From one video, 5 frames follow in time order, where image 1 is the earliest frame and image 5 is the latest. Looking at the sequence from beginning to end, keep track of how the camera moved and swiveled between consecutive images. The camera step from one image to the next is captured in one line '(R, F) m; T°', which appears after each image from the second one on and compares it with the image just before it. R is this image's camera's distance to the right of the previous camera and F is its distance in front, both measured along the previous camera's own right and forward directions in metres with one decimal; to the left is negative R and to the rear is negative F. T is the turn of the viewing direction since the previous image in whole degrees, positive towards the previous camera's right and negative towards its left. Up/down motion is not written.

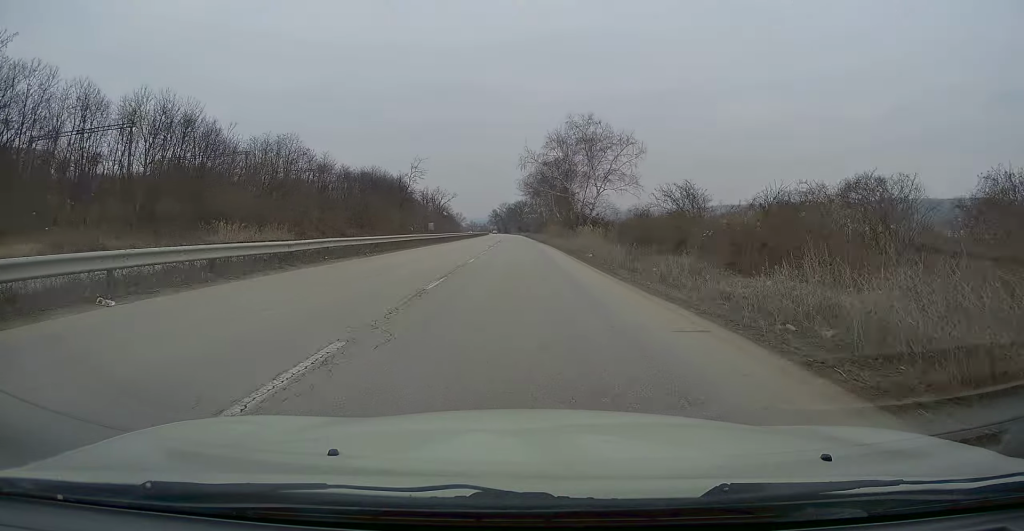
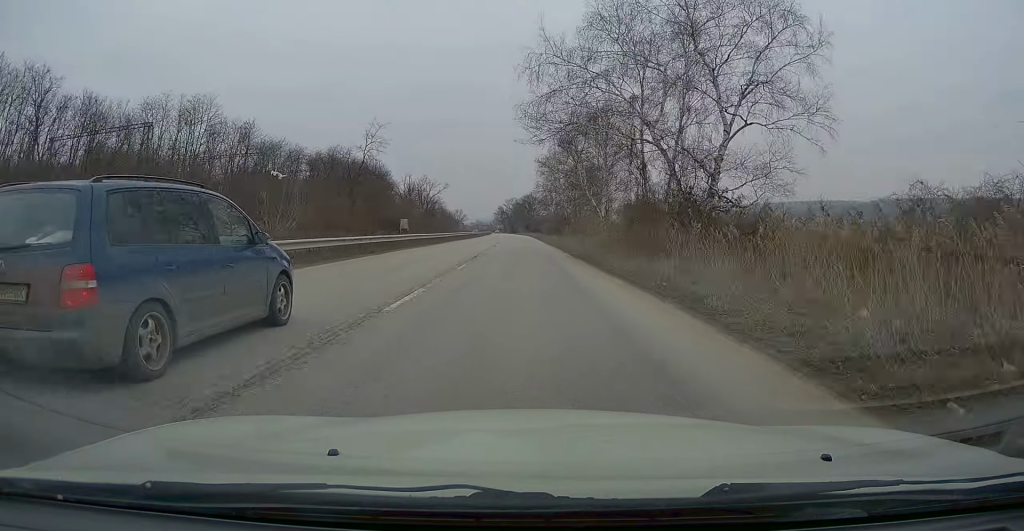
(-0.1, +38.8) m; 0°
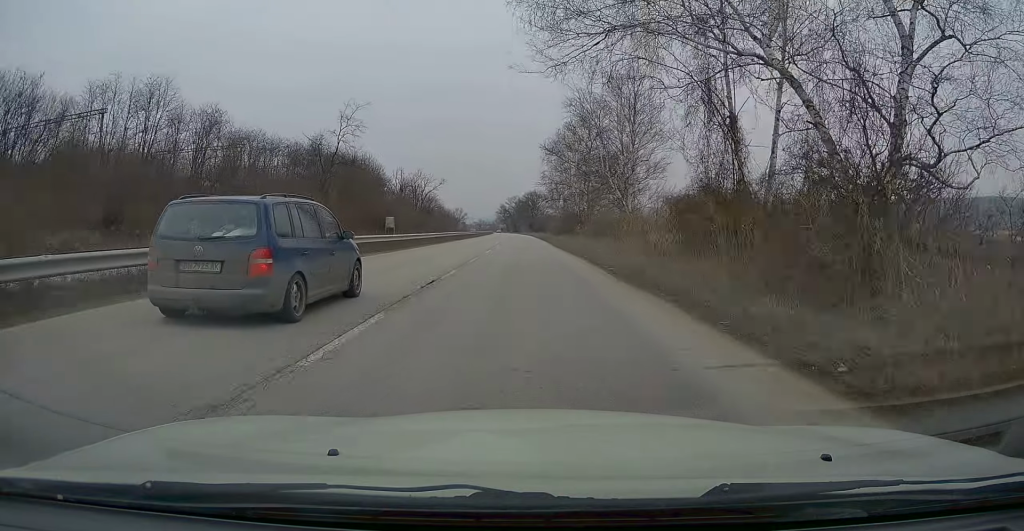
(0.0, +12.4) m; 0°
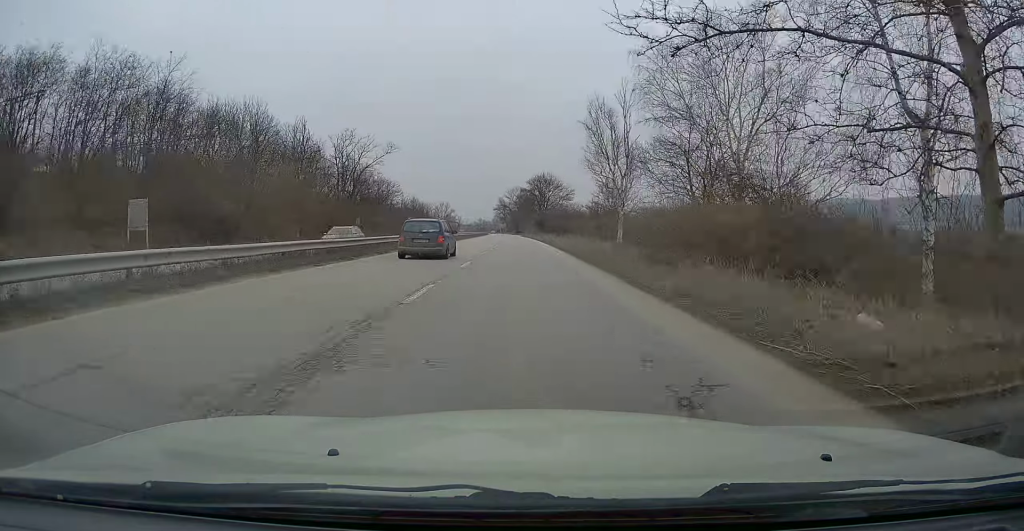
(-0.2, +57.8) m; -1°
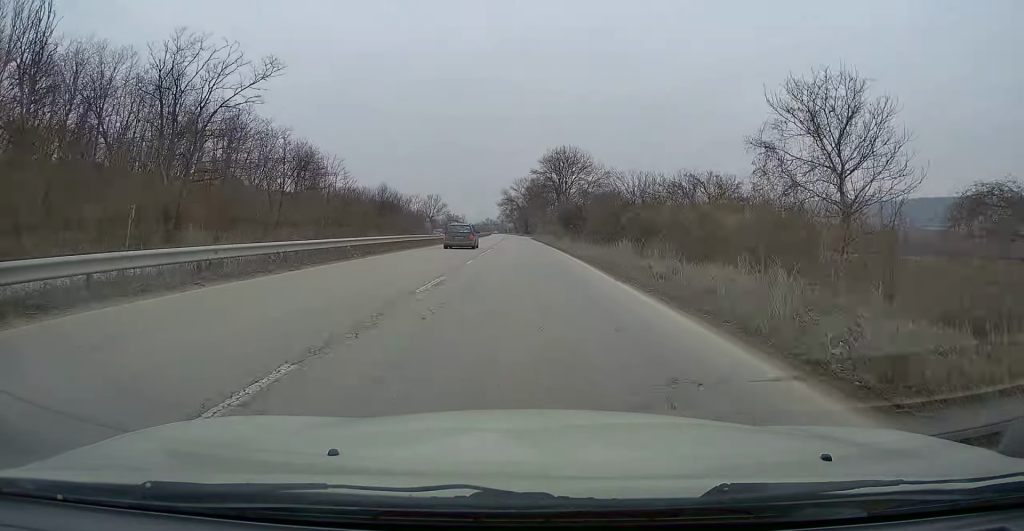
(-0.6, +42.8) m; -1°
